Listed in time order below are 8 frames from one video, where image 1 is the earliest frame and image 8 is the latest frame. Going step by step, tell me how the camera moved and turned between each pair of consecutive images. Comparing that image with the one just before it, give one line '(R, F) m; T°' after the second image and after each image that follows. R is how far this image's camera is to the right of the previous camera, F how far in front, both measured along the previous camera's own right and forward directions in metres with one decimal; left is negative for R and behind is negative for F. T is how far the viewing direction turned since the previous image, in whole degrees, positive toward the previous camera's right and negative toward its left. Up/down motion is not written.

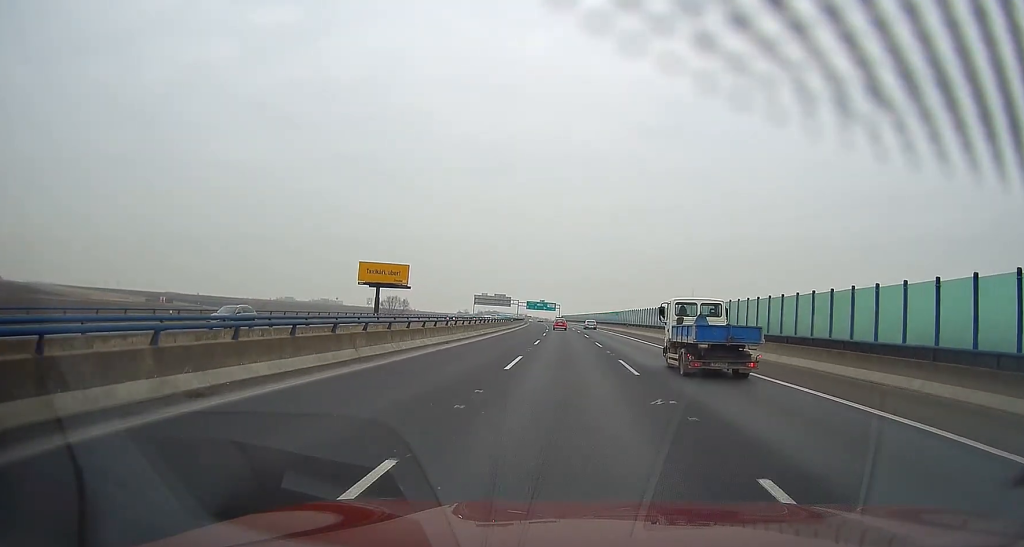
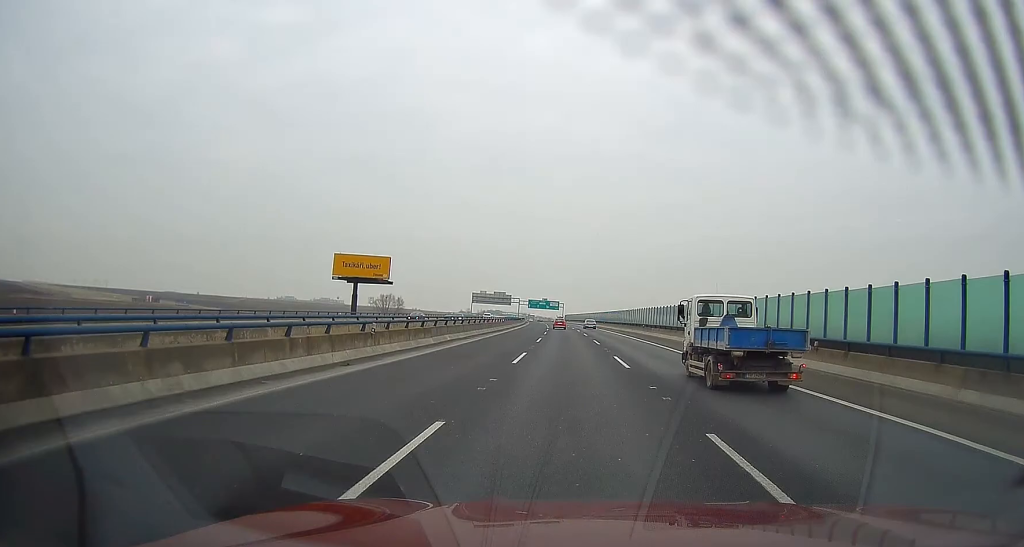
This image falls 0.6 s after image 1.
(-0.1, +15.1) m; -1°
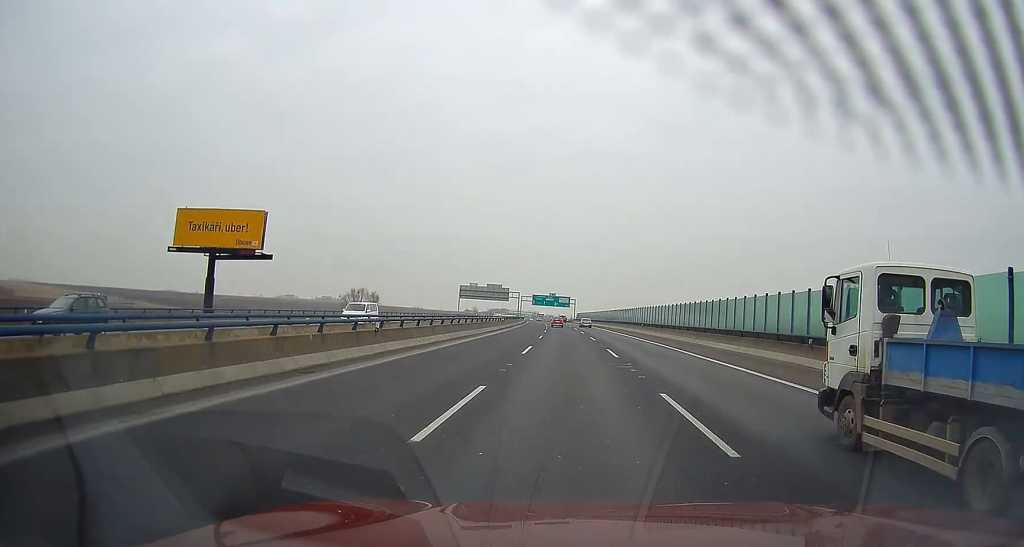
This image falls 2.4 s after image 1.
(-0.3, +48.8) m; -1°
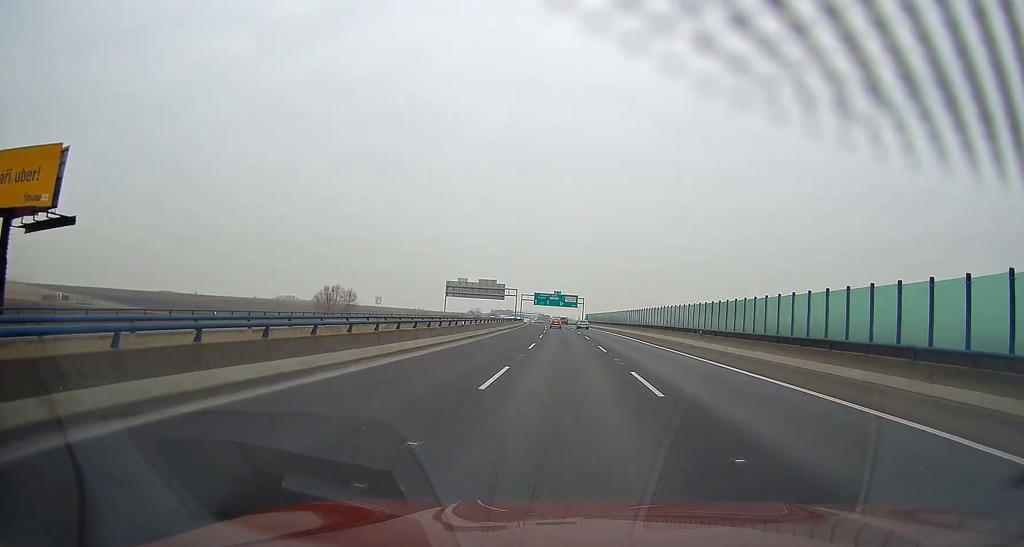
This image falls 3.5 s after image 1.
(-0.3, +29.8) m; -1°
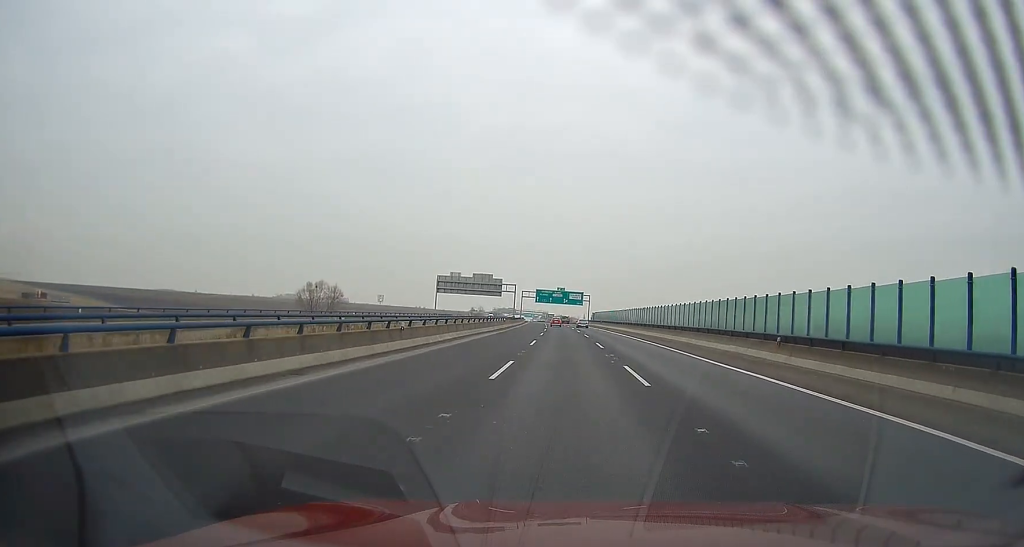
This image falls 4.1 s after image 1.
(-0.1, +15.8) m; -1°
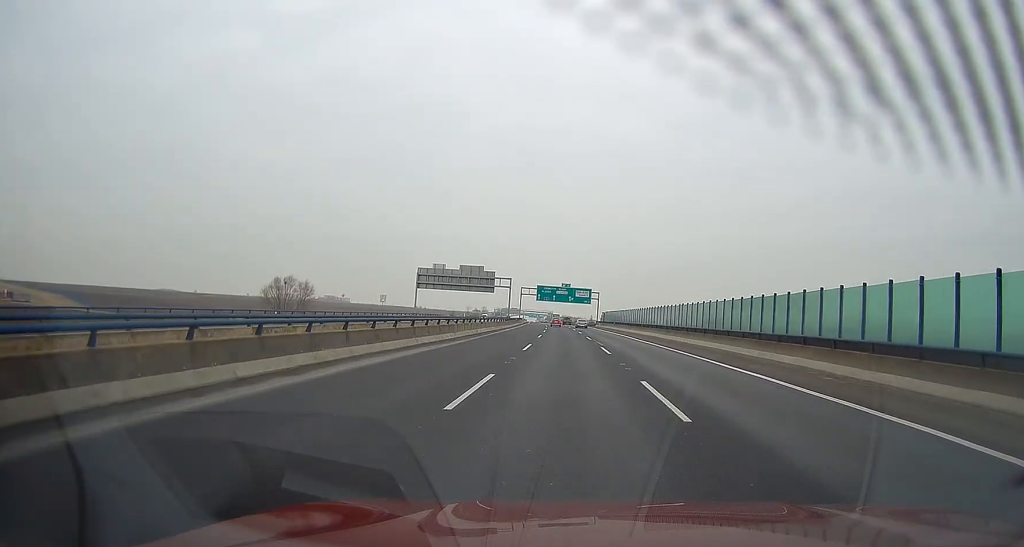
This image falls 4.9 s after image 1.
(-0.1, +23.1) m; -1°
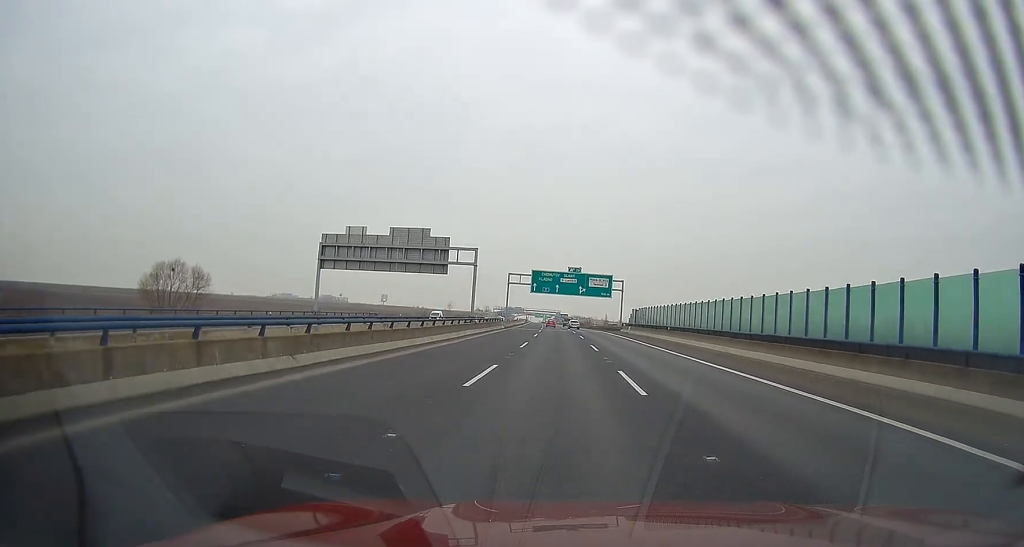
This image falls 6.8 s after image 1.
(-0.8, +50.9) m; -1°
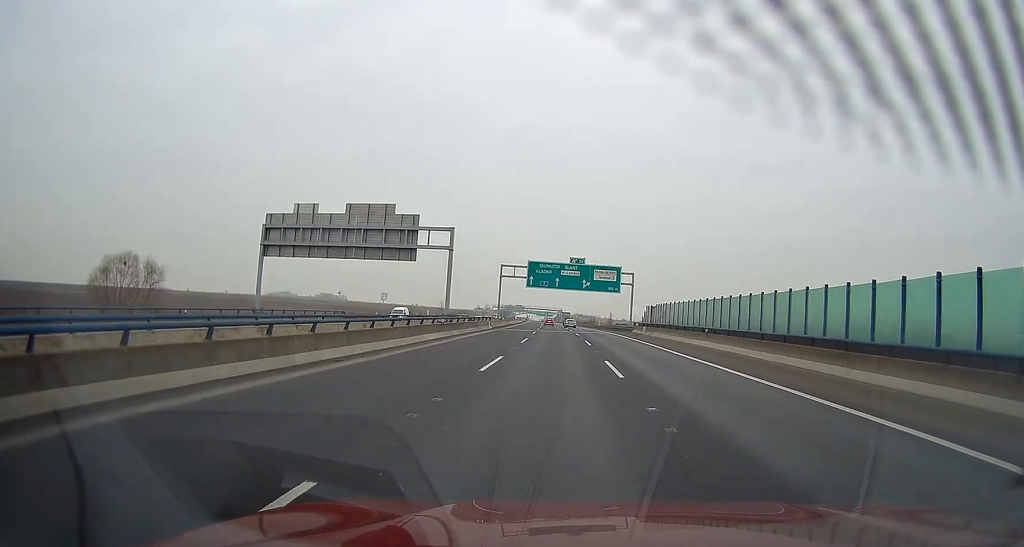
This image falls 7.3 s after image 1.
(0.0, +14.4) m; 0°
